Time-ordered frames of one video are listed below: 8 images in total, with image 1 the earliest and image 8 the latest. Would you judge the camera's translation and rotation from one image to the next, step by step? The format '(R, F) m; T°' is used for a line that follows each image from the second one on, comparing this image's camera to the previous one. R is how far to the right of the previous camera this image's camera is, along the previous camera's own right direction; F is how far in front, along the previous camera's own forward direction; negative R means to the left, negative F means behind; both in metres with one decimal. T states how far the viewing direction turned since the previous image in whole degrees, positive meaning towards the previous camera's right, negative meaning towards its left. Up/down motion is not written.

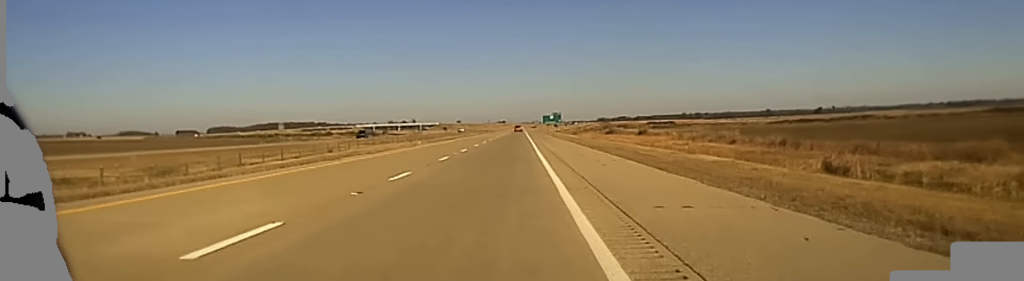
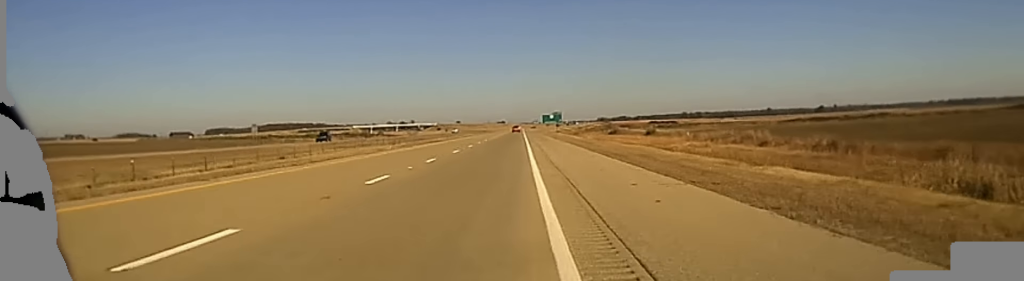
(+0.1, +12.7) m; 0°
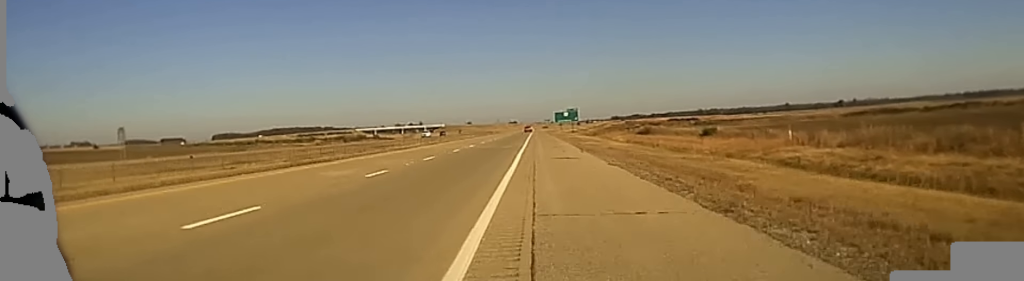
(-0.3, +48.1) m; -1°
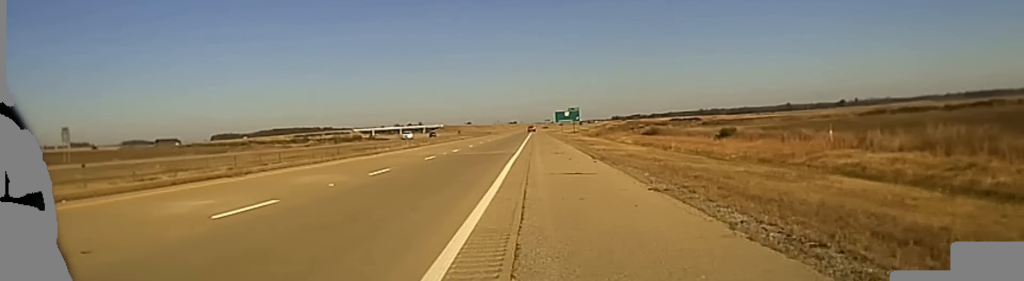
(-0.1, +11.7) m; 0°
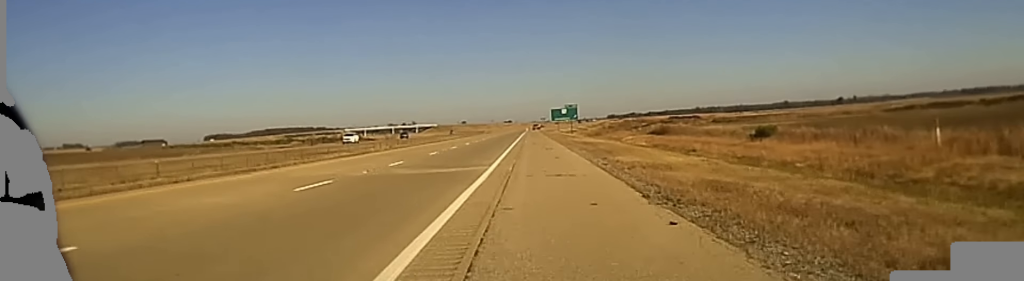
(+0.2, +19.2) m; 0°
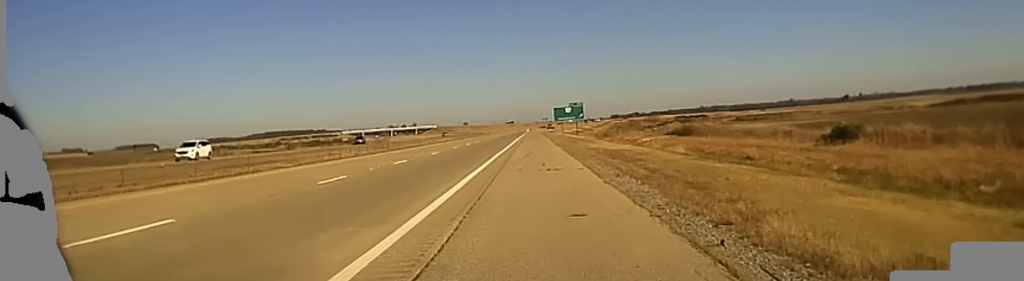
(-0.2, +21.8) m; 0°
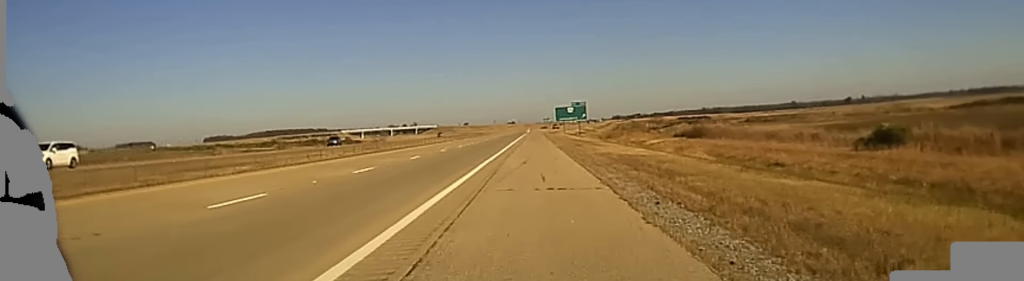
(+0.1, +7.1) m; 0°
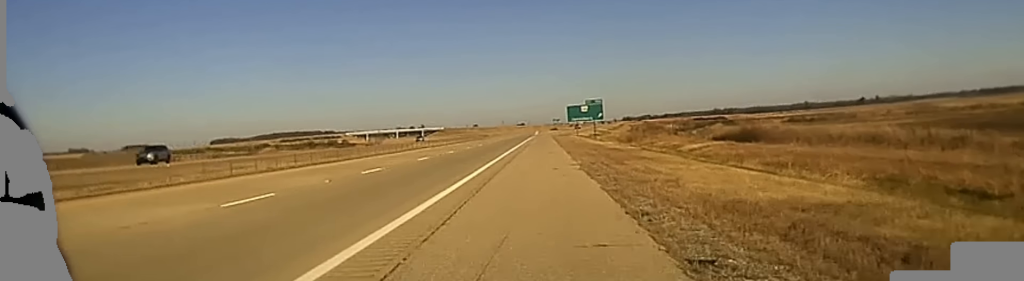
(-0.2, +24.4) m; -1°
